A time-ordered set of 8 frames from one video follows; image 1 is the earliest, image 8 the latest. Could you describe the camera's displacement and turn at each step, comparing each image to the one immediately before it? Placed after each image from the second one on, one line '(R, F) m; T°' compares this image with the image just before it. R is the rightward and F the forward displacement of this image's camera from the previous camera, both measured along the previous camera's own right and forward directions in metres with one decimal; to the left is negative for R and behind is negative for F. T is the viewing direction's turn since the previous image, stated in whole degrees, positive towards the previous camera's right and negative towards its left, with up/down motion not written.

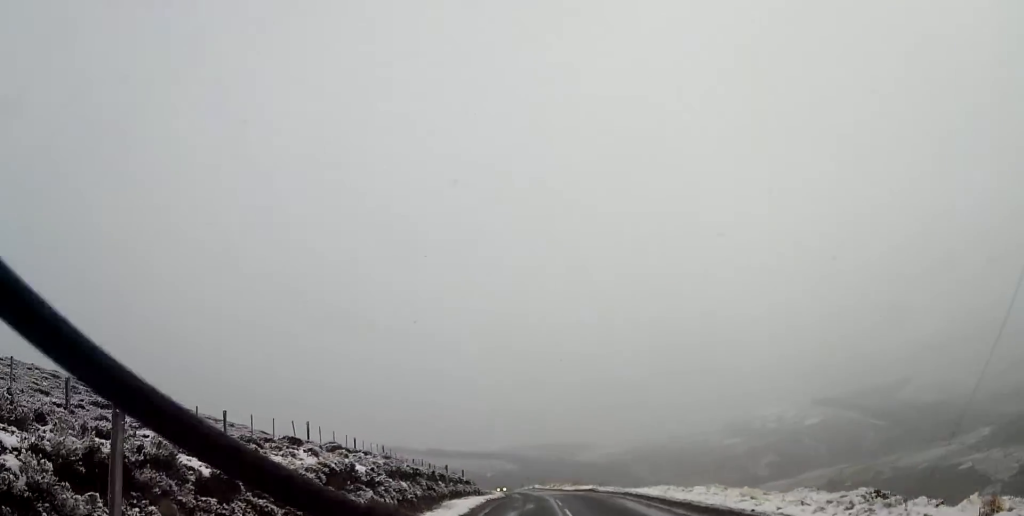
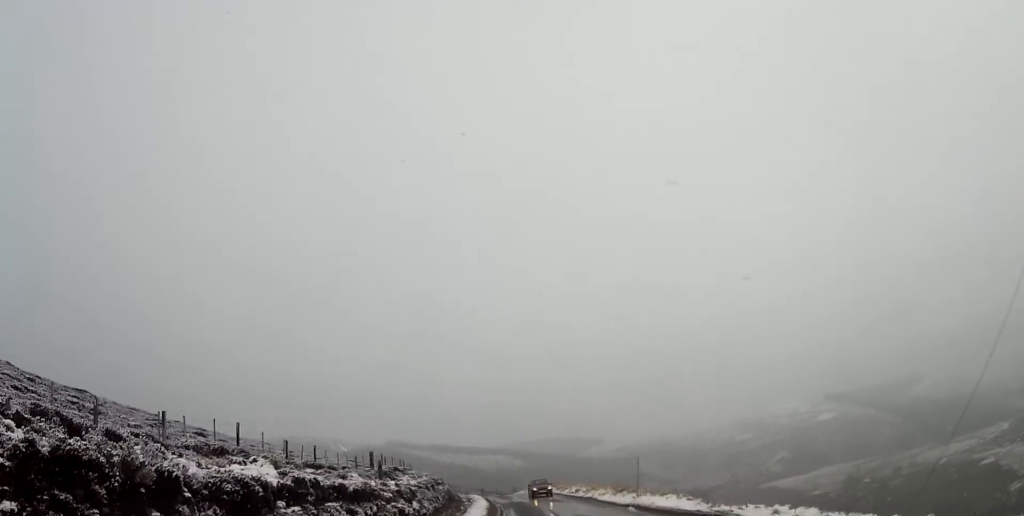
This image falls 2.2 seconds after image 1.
(-0.1, +35.3) m; -1°
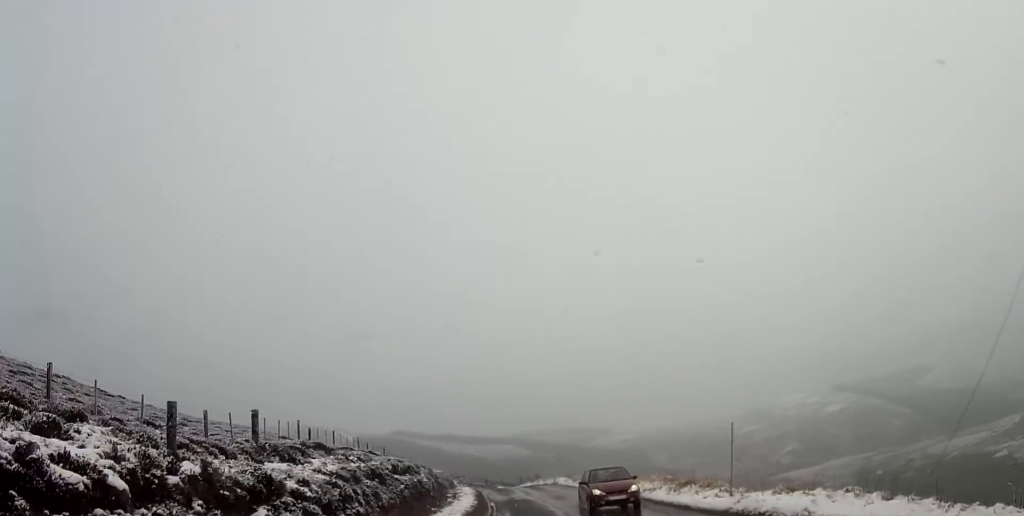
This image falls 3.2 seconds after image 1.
(-0.2, +16.0) m; -1°
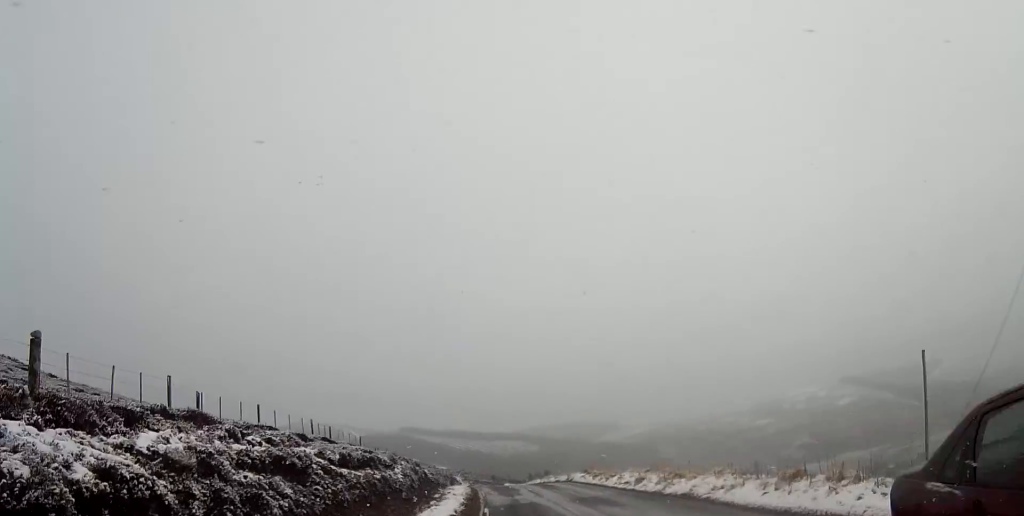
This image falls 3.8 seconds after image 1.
(-0.1, +10.2) m; -1°
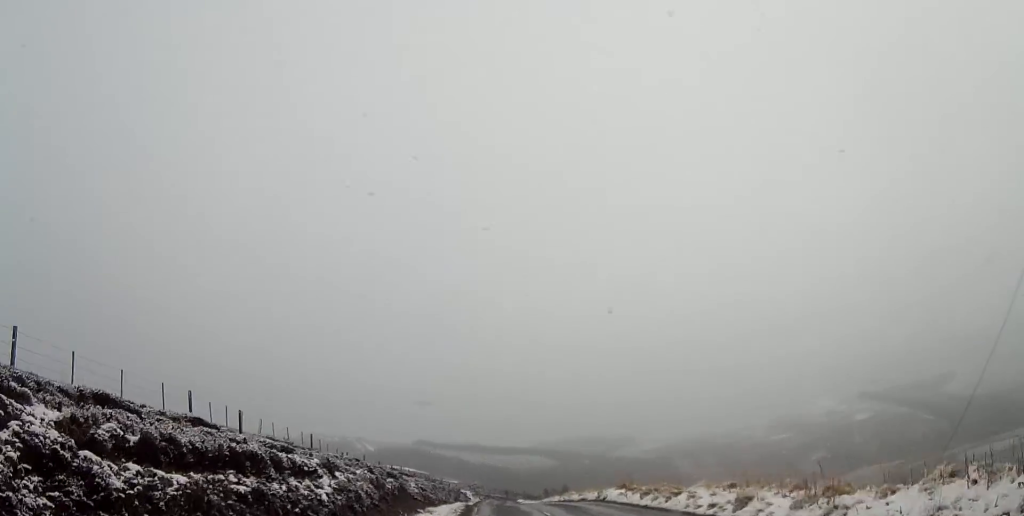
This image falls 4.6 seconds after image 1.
(-0.2, +12.9) m; -1°
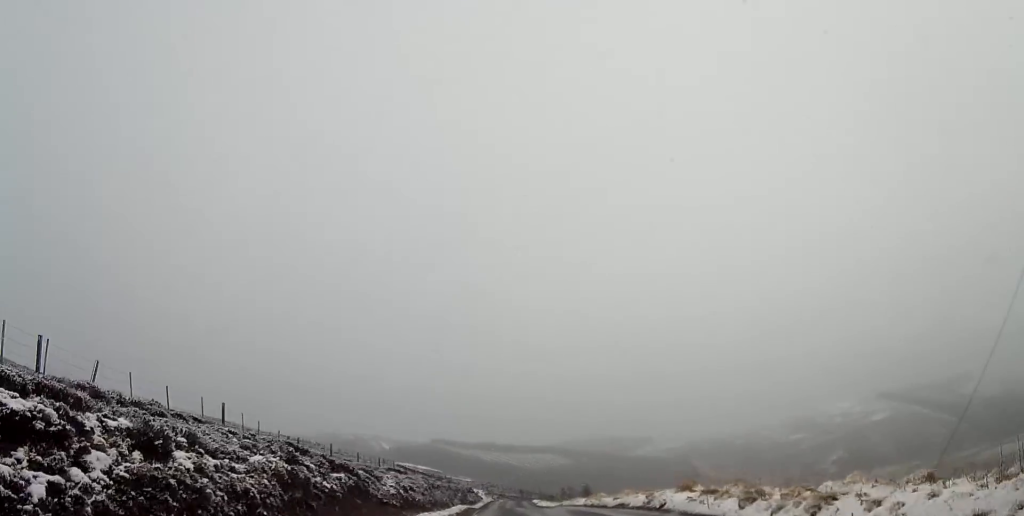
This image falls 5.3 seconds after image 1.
(-0.1, +11.2) m; -1°
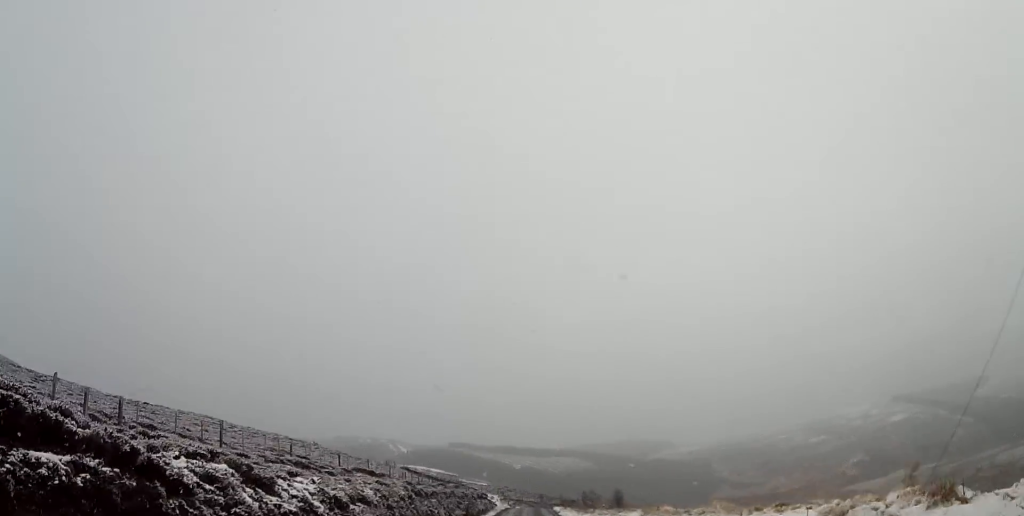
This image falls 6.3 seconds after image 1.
(-0.1, +15.0) m; -1°
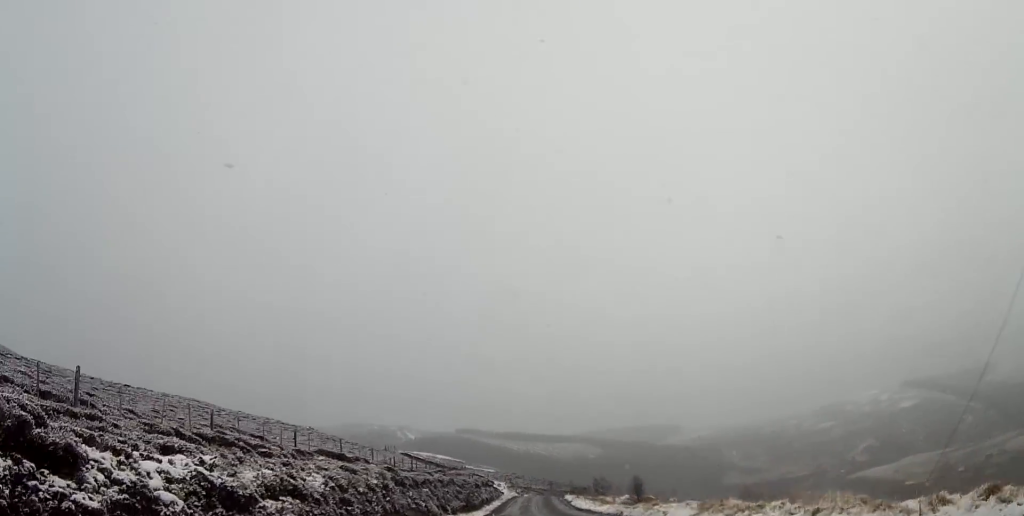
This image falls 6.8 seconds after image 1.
(-0.1, +8.0) m; -1°
